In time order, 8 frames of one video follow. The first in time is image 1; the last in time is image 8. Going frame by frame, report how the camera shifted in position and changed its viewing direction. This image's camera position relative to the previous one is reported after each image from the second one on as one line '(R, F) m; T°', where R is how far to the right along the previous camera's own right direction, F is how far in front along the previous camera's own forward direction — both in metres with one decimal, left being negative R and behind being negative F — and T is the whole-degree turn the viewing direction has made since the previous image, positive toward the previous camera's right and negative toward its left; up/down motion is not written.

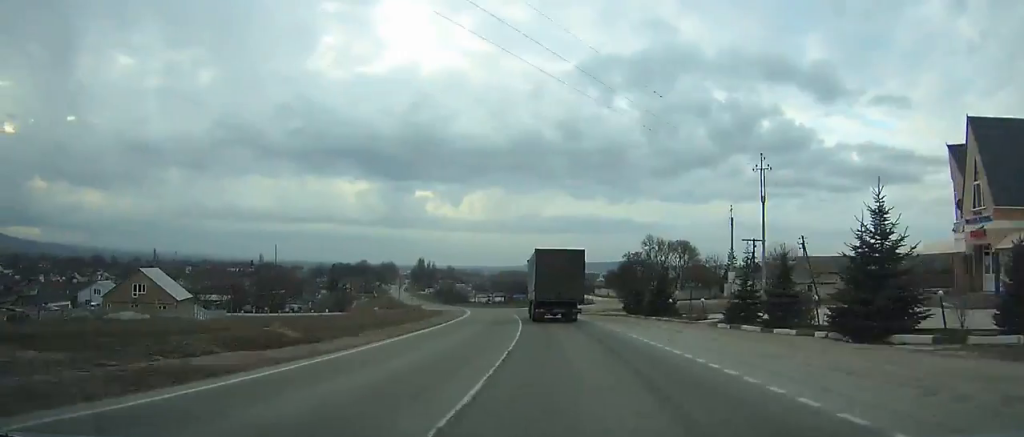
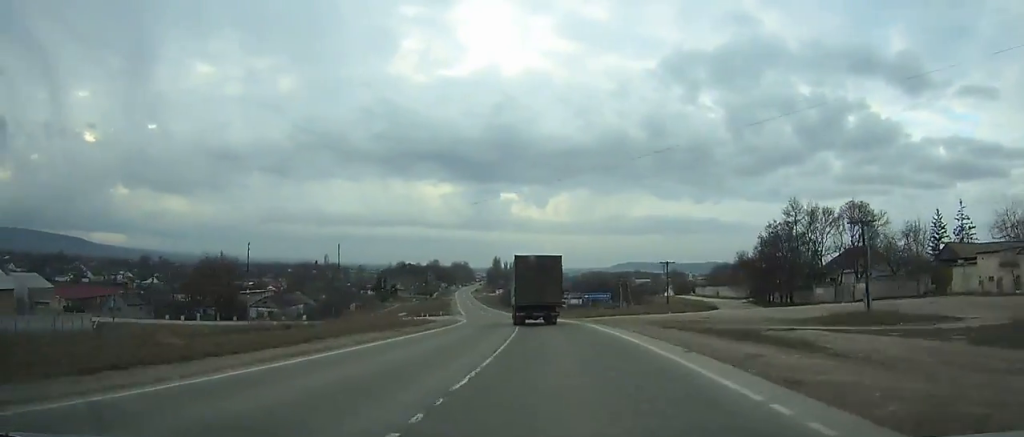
(-3.8, +48.6) m; -8°
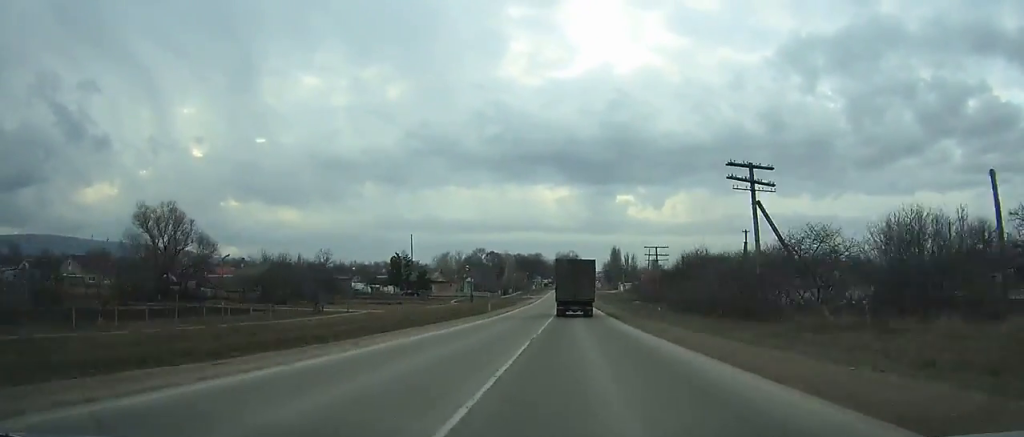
(-14.1, +125.2) m; -8°
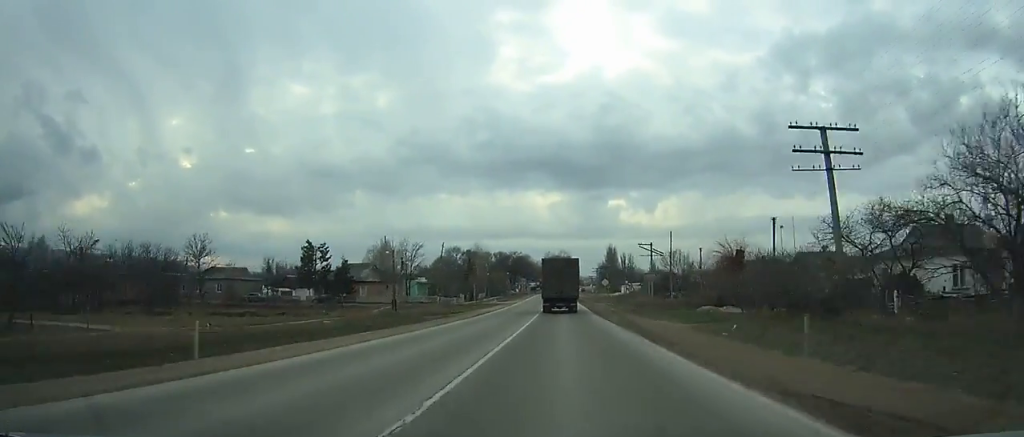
(0.0, +42.6) m; 0°
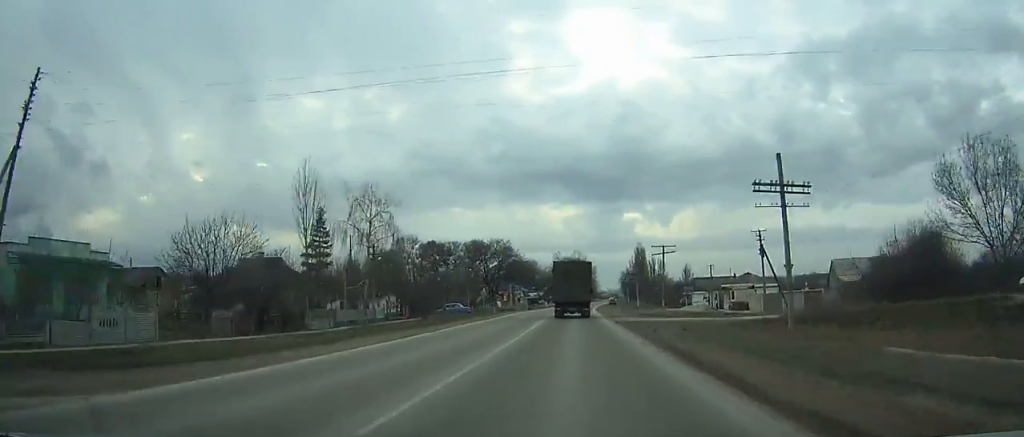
(-0.4, +84.6) m; 0°
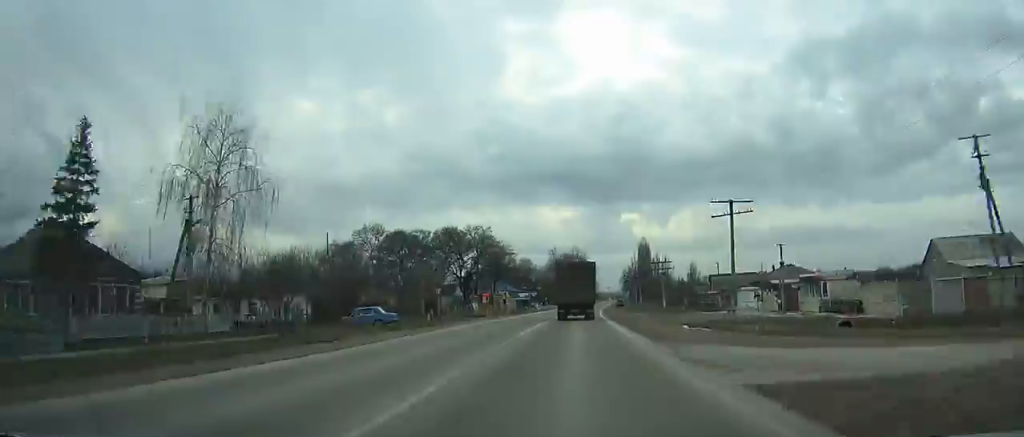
(+0.2, +26.9) m; +1°
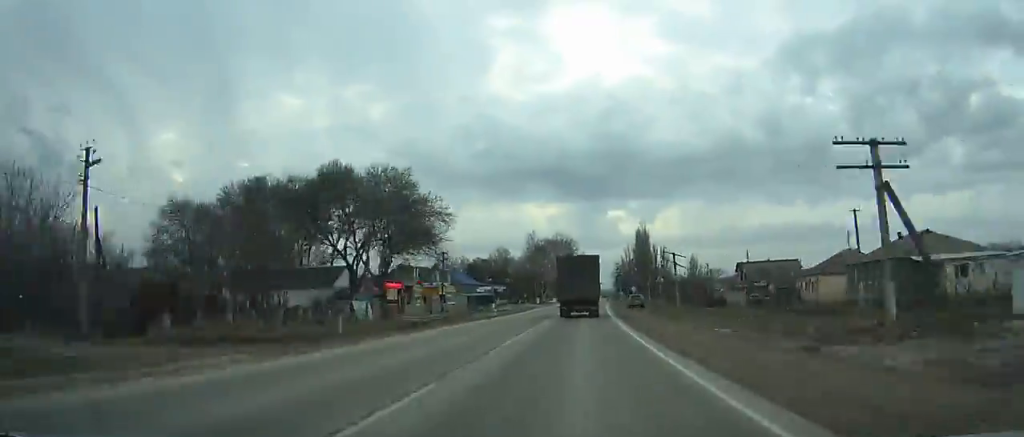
(+0.2, +45.0) m; +1°
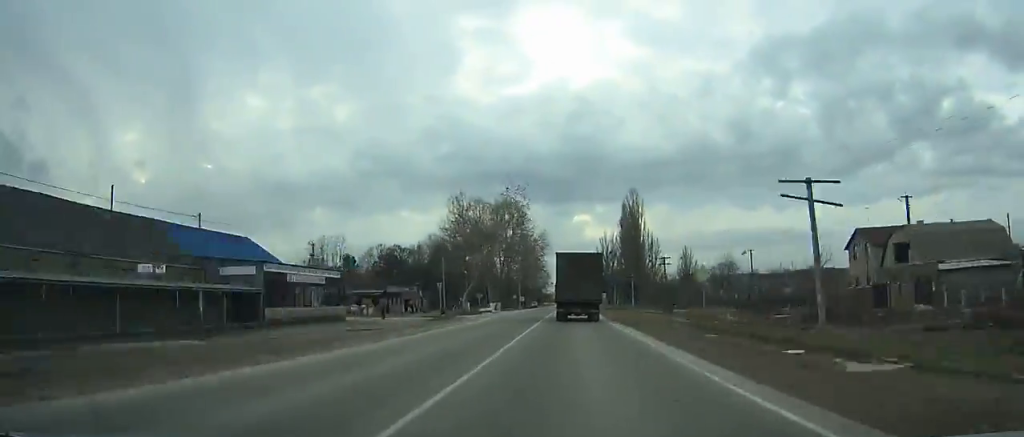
(+1.6, +71.1) m; +2°
